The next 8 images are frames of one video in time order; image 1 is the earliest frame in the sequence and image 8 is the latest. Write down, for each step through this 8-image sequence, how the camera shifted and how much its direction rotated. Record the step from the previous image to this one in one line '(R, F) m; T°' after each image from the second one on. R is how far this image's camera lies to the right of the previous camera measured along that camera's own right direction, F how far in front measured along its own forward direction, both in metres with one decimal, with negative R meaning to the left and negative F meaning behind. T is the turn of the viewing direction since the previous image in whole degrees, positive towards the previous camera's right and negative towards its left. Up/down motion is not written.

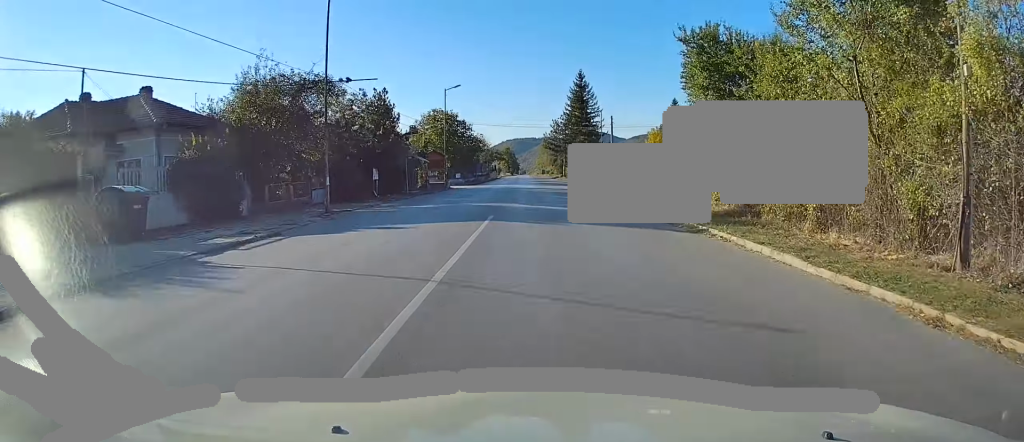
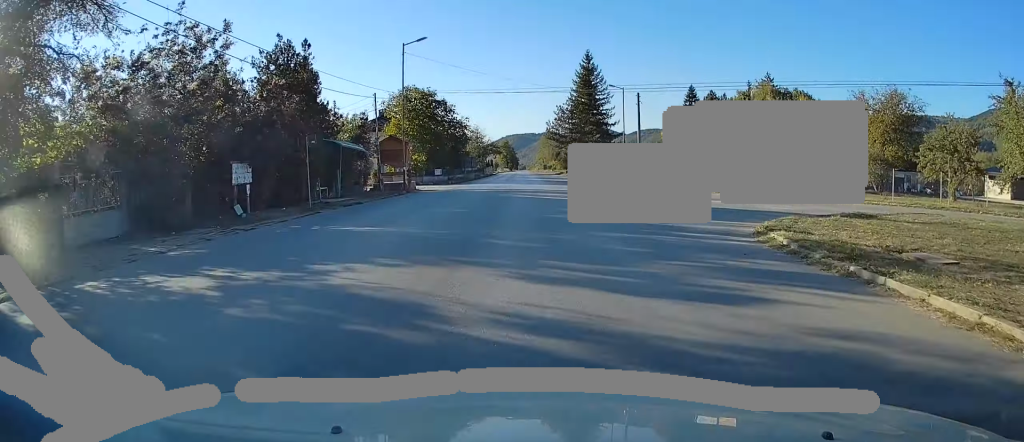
(0.0, +19.1) m; 0°
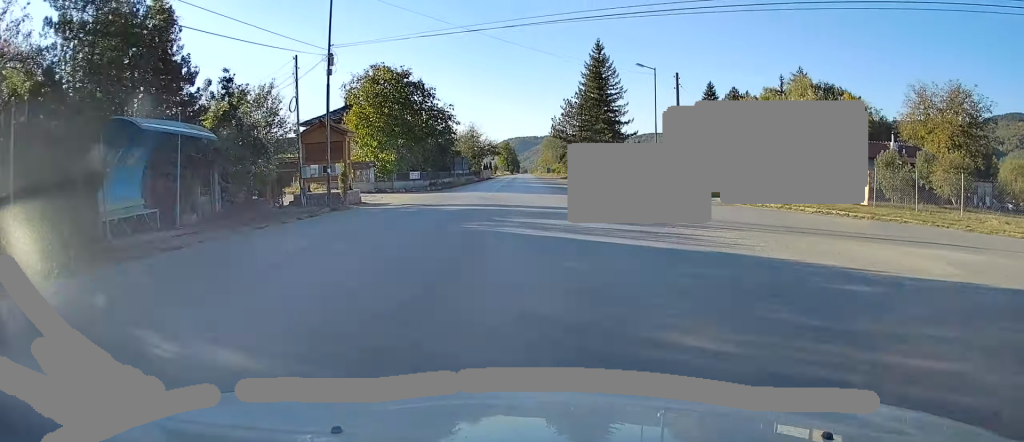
(+0.1, +14.8) m; 0°
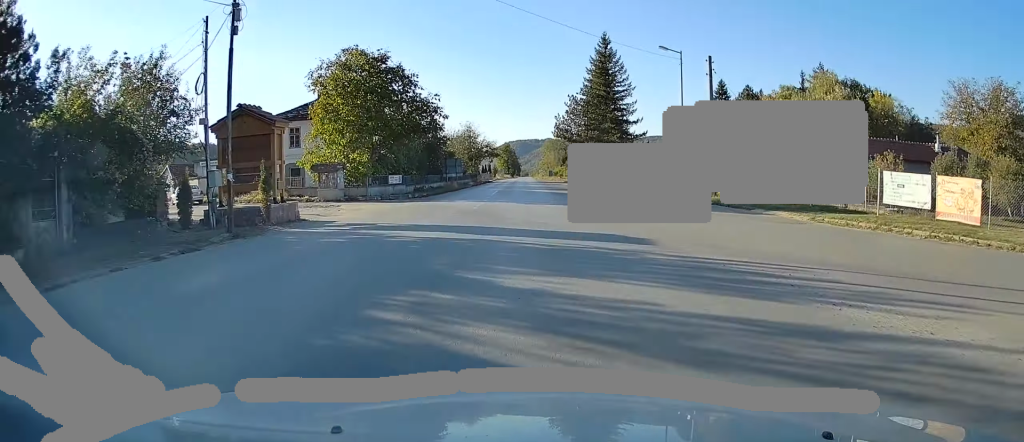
(-0.1, +8.0) m; 0°
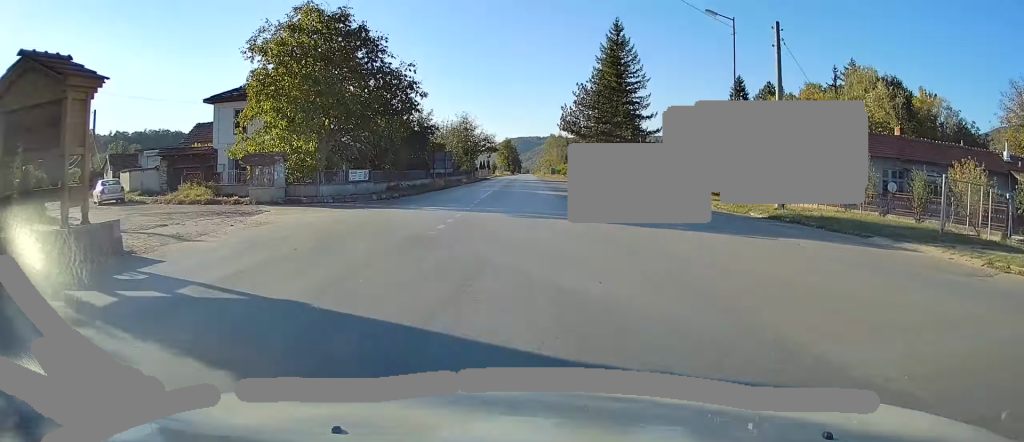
(0.0, +9.8) m; 0°
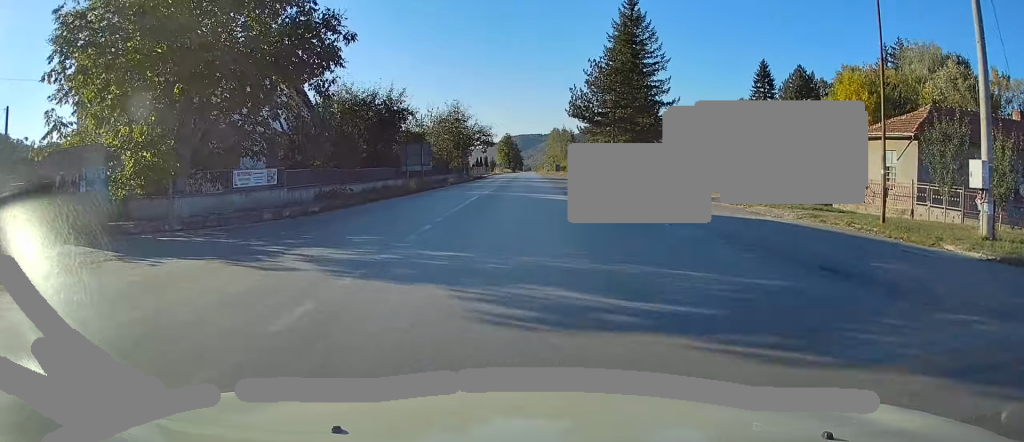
(+0.1, +13.4) m; 0°
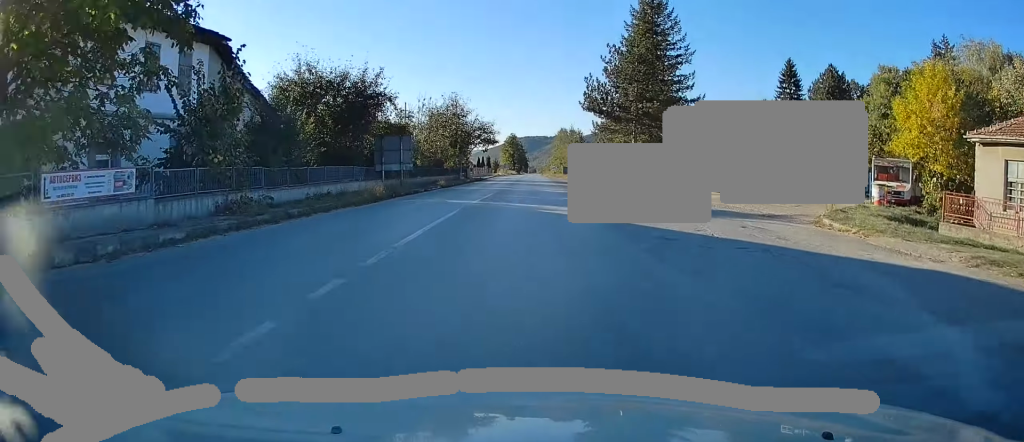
(0.0, +8.9) m; 0°
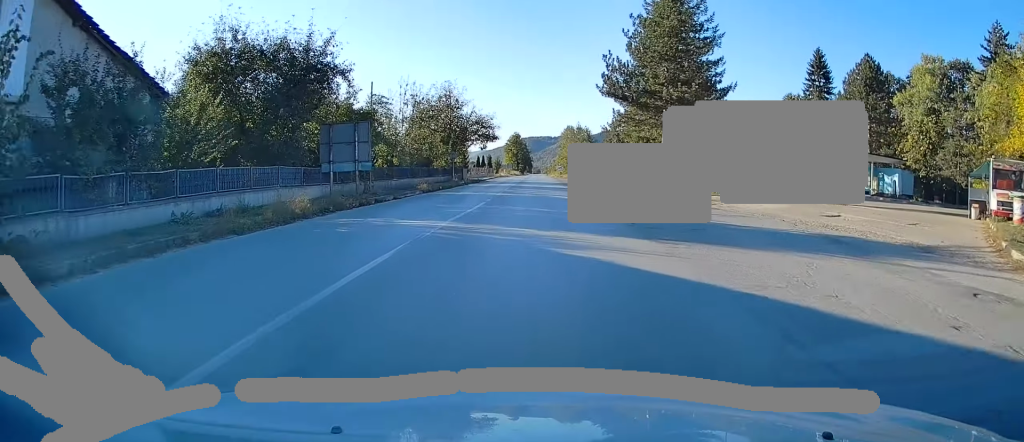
(-0.2, +9.8) m; 0°
